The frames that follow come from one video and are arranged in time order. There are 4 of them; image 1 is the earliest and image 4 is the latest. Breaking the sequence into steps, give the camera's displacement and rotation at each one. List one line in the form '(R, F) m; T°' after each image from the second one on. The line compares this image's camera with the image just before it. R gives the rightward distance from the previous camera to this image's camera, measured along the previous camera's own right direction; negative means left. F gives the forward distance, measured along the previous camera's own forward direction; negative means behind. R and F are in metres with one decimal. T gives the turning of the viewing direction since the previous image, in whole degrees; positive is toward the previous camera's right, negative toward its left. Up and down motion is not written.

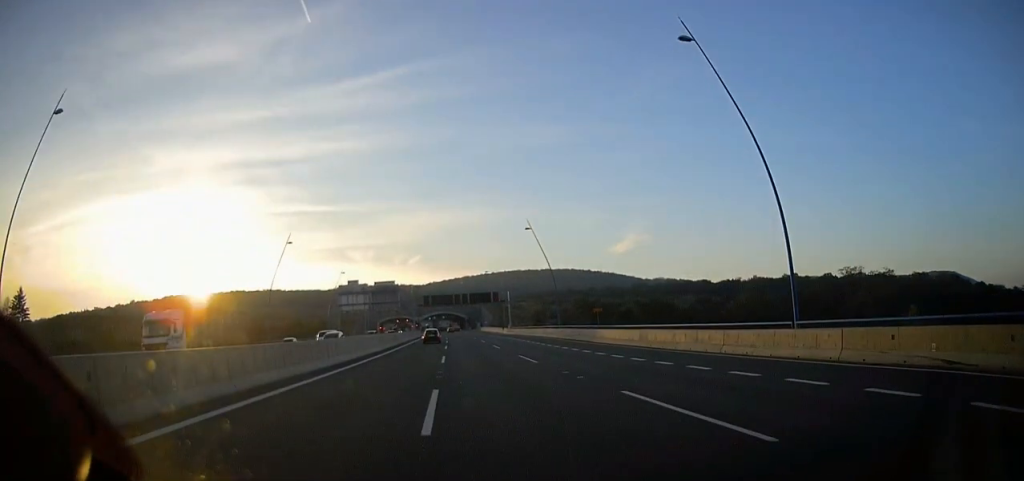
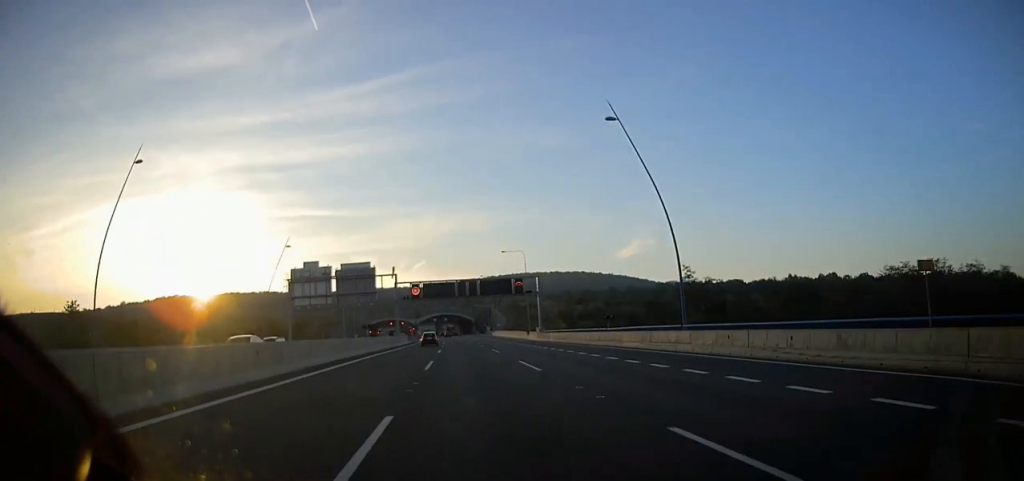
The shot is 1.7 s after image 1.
(-0.1, +38.7) m; 0°
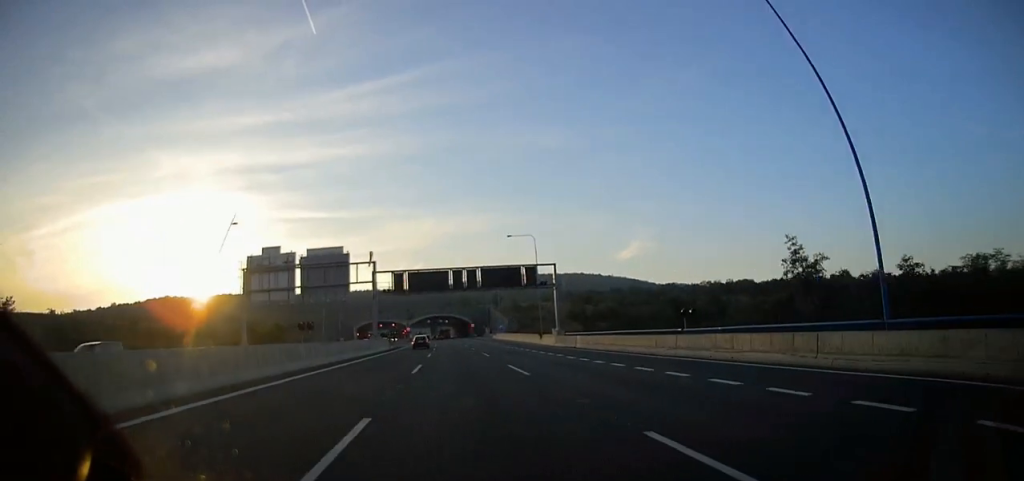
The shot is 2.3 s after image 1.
(+0.1, +16.0) m; 0°
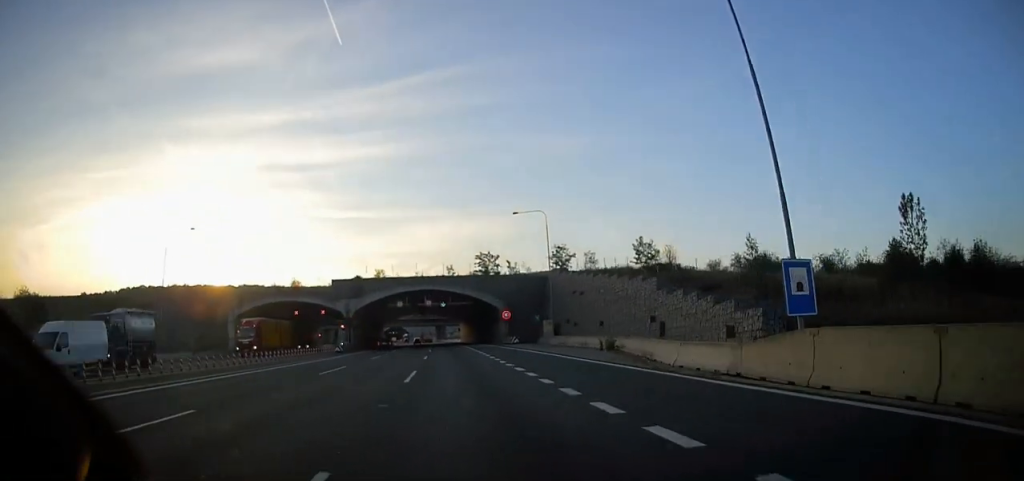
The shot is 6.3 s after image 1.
(-1.2, +105.1) m; -3°
